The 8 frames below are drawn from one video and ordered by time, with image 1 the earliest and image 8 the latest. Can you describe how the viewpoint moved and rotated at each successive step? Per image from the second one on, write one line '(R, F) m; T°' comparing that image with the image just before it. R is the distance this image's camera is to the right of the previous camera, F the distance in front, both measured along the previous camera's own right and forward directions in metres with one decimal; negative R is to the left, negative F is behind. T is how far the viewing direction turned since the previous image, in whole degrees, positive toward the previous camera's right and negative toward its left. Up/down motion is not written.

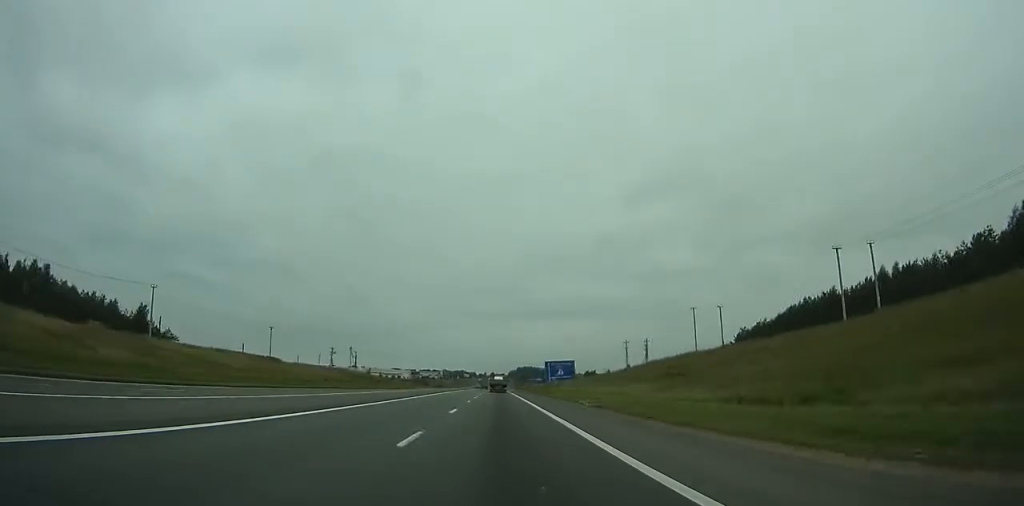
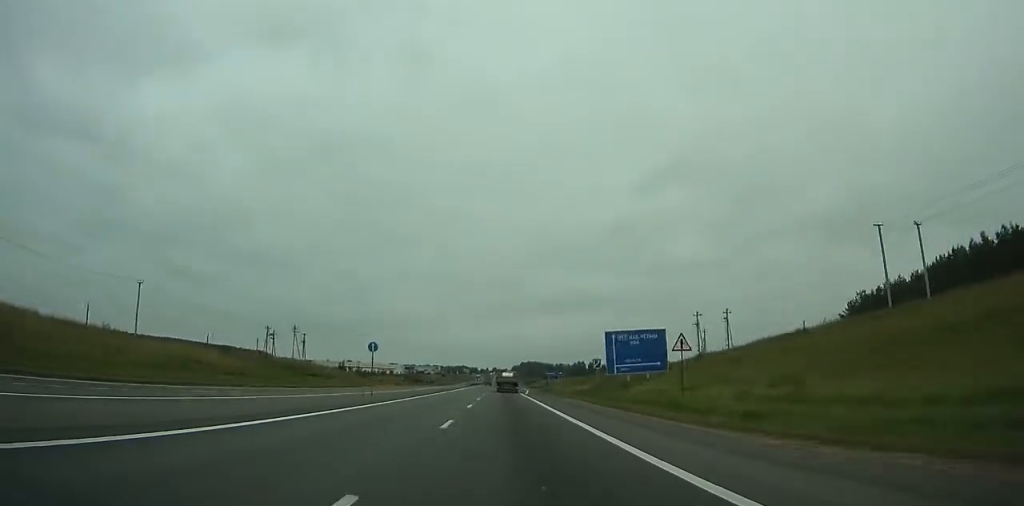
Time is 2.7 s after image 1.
(-0.2, +54.6) m; 0°
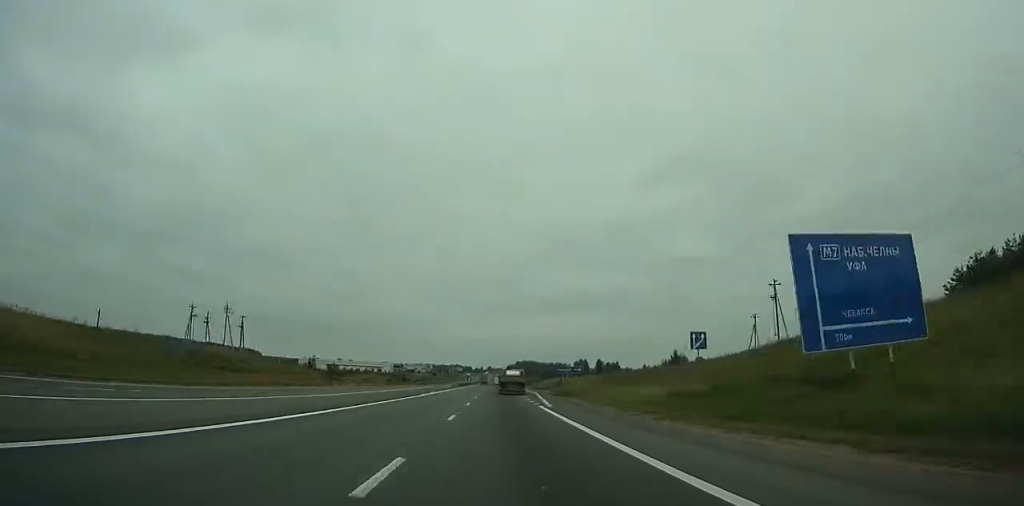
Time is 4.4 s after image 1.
(0.0, +34.0) m; 0°
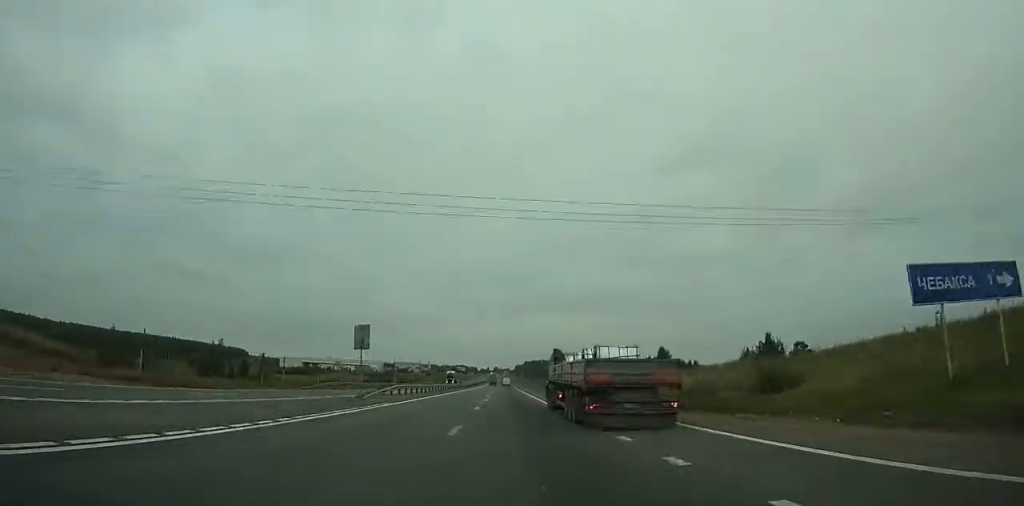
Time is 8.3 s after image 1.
(0.0, +77.5) m; 0°
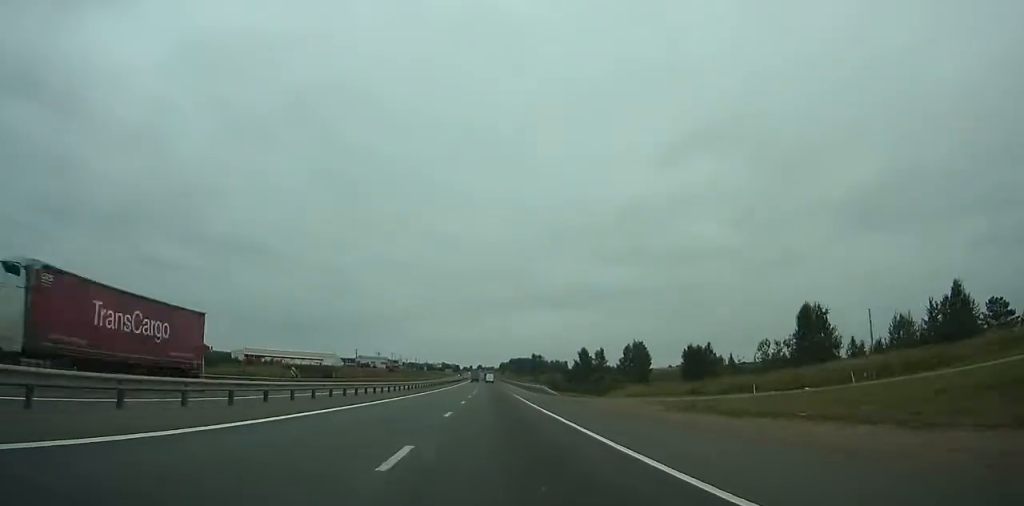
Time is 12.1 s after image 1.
(+0.1, +75.4) m; +1°
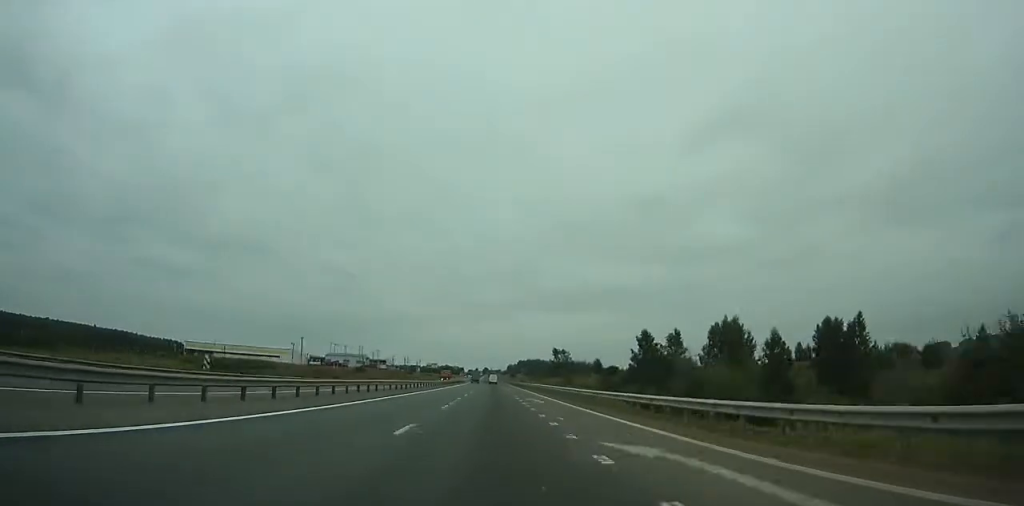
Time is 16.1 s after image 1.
(+0.4, +79.3) m; 0°
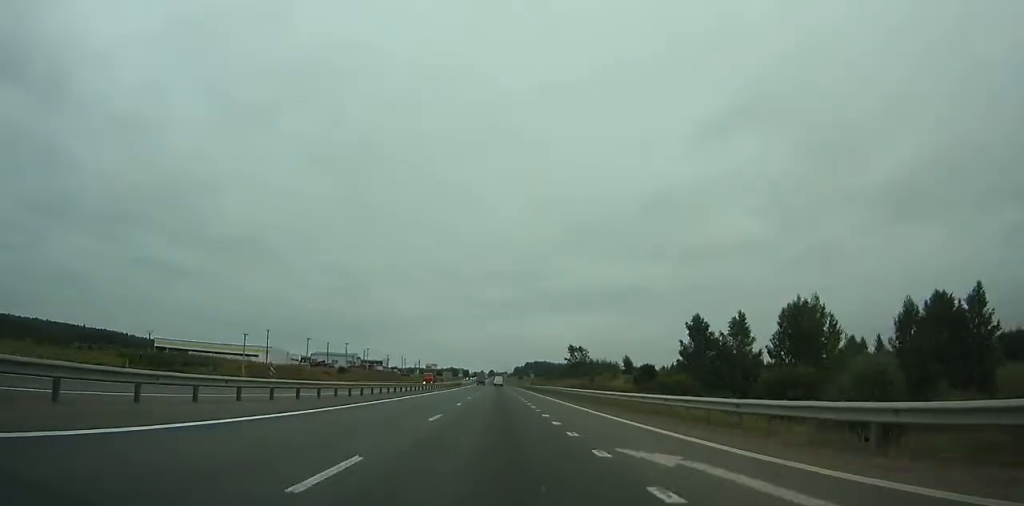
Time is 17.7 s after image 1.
(-0.1, +31.7) m; 0°
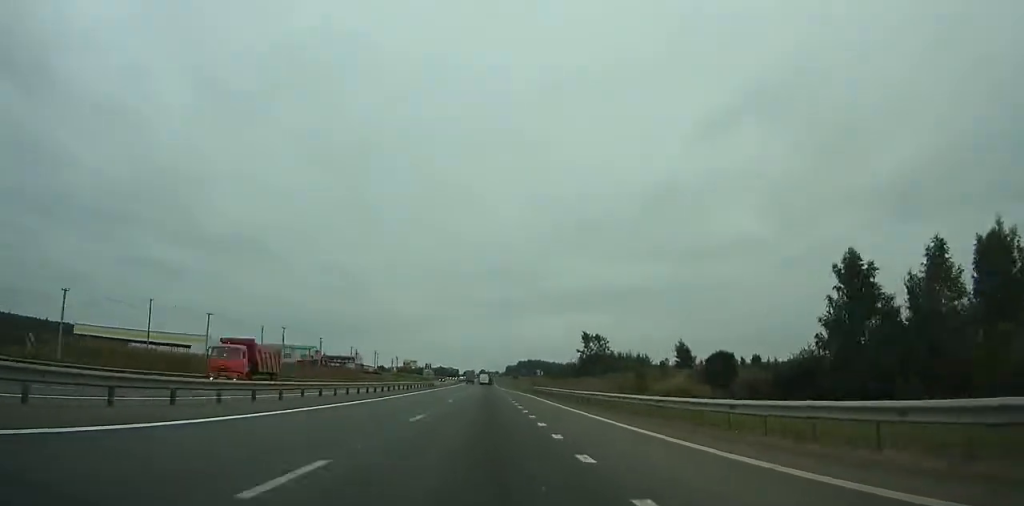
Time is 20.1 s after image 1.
(-0.1, +47.8) m; 0°
